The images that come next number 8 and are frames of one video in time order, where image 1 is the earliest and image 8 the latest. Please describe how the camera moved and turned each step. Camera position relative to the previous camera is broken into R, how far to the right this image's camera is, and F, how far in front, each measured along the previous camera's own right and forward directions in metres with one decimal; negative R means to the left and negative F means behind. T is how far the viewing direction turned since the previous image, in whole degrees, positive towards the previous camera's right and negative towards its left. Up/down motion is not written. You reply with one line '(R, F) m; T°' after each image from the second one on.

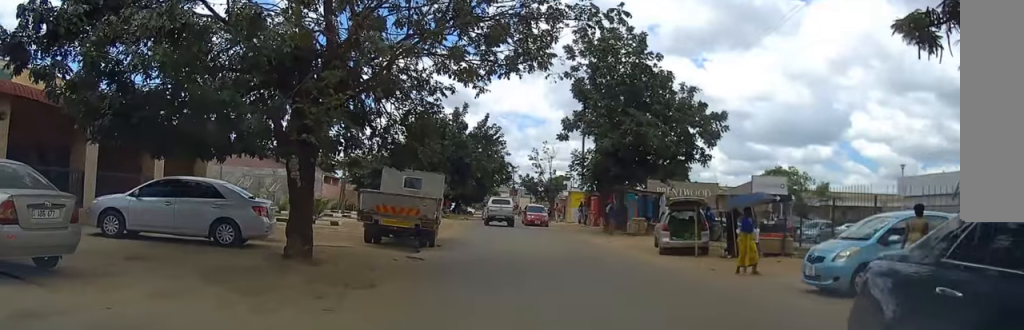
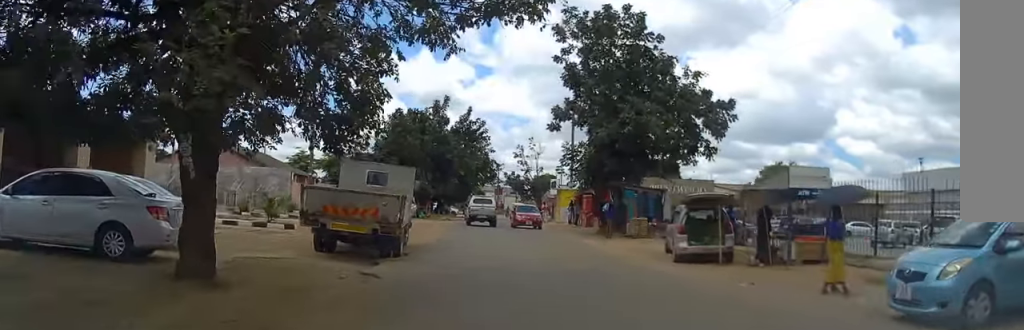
(0.0, +3.8) m; +2°
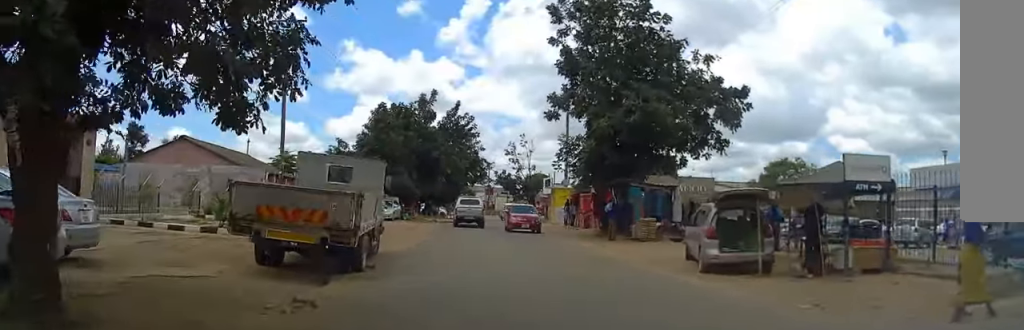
(+0.1, +3.4) m; -1°
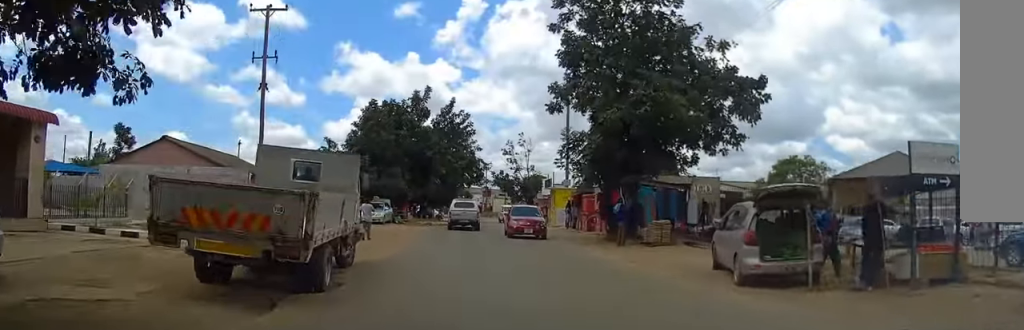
(+0.1, +2.6) m; 0°
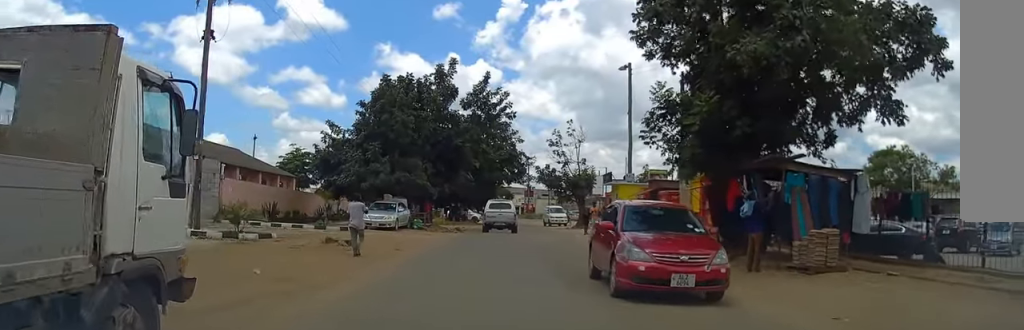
(-0.3, +9.8) m; -2°
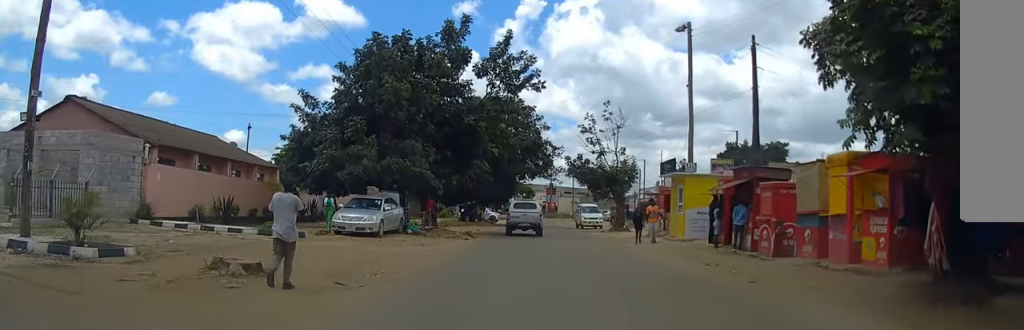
(-0.3, +8.9) m; -4°
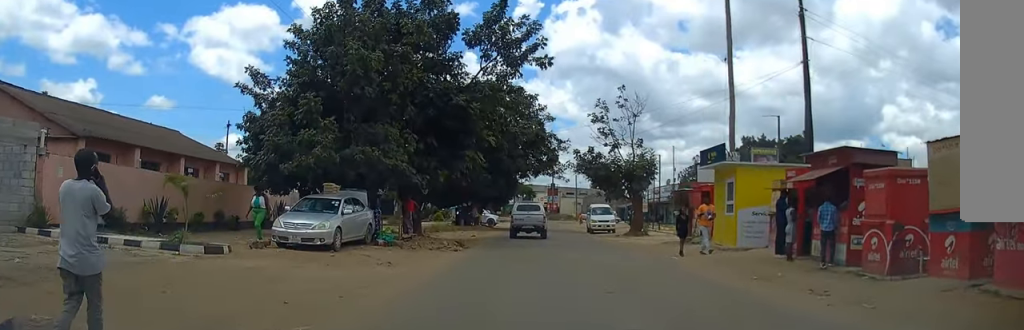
(-0.1, +6.0) m; +1°
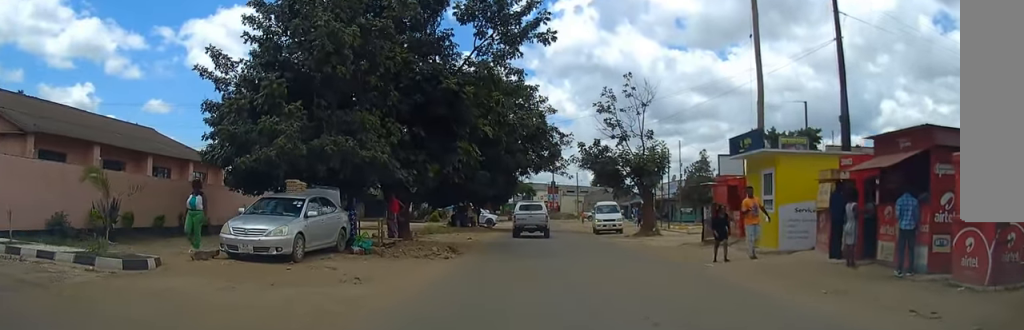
(0.0, +3.2) m; +1°
